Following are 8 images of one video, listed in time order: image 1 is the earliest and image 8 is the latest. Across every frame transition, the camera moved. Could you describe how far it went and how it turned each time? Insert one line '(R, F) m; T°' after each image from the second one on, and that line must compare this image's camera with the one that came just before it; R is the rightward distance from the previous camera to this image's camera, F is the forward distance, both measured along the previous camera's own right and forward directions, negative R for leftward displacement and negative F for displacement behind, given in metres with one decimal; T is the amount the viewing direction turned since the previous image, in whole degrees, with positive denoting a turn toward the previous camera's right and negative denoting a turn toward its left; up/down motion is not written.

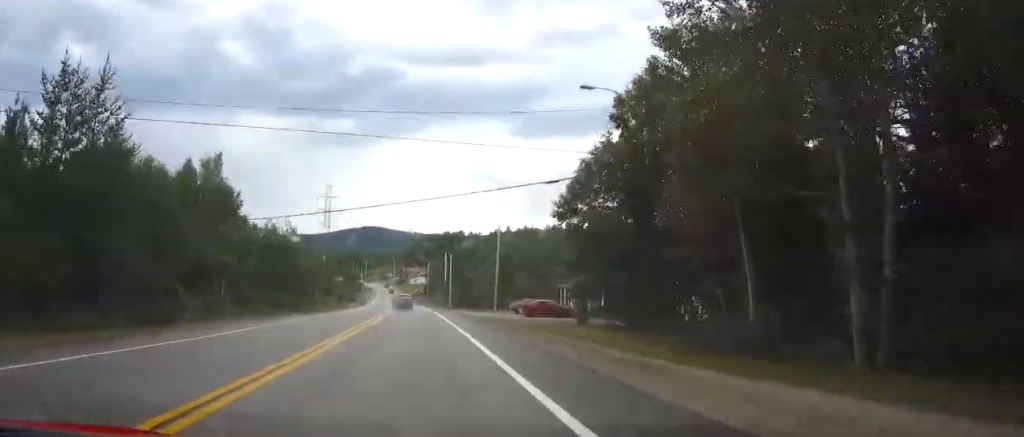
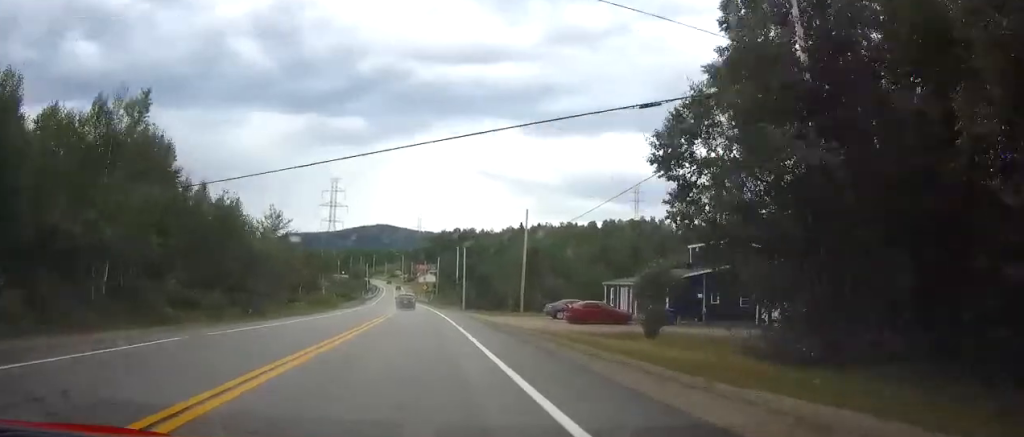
(+0.1, +14.8) m; -1°
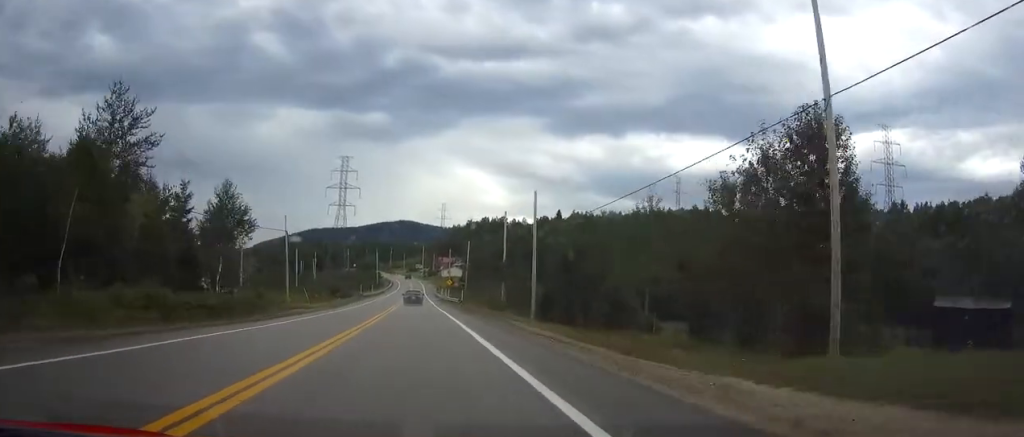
(-2.1, +46.3) m; -4°
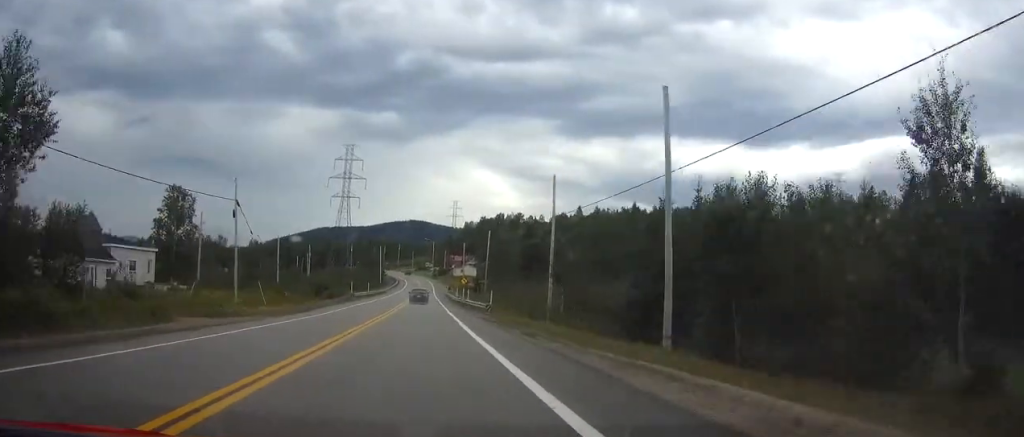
(-0.2, +24.1) m; -1°
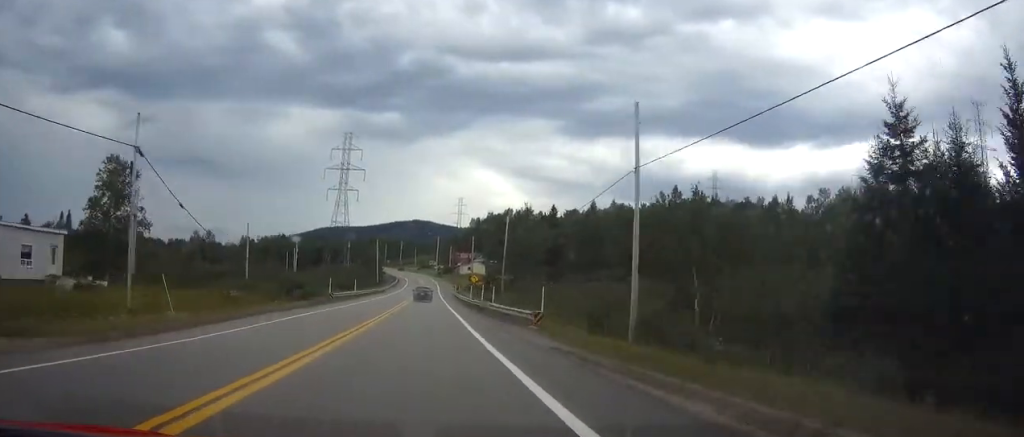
(-0.2, +20.4) m; -1°
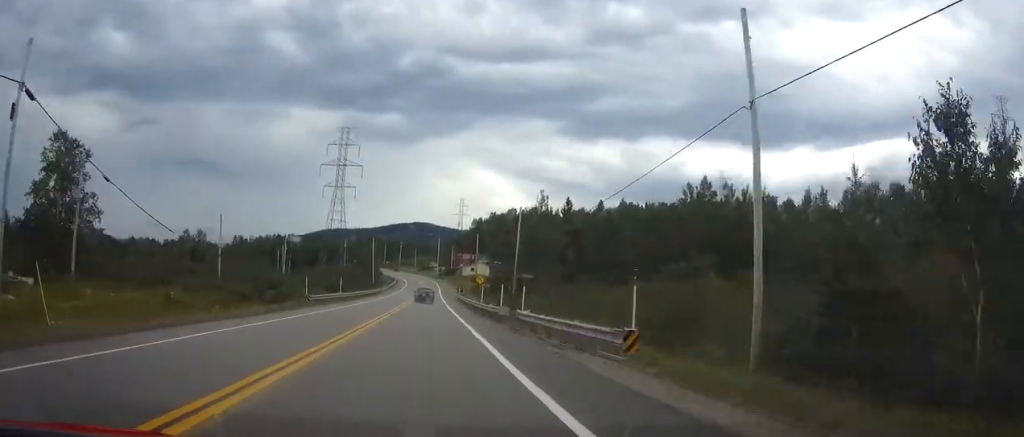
(0.0, +12.1) m; 0°
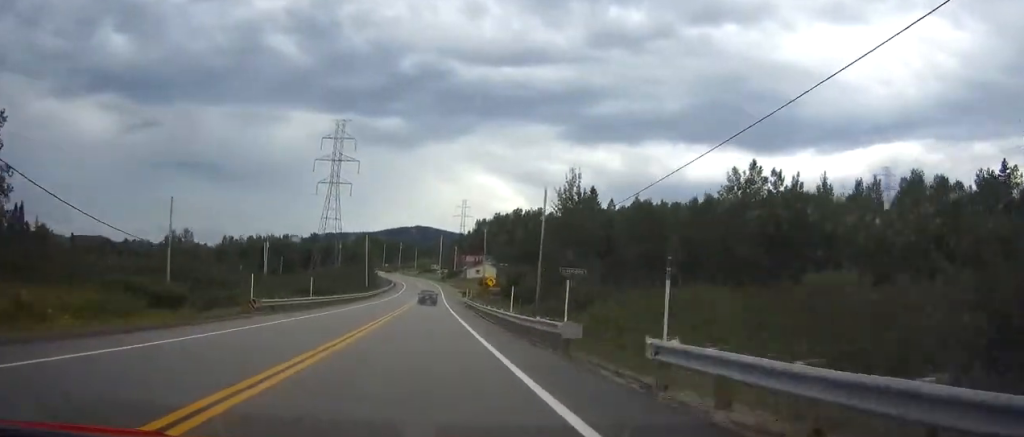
(0.0, +15.8) m; 0°
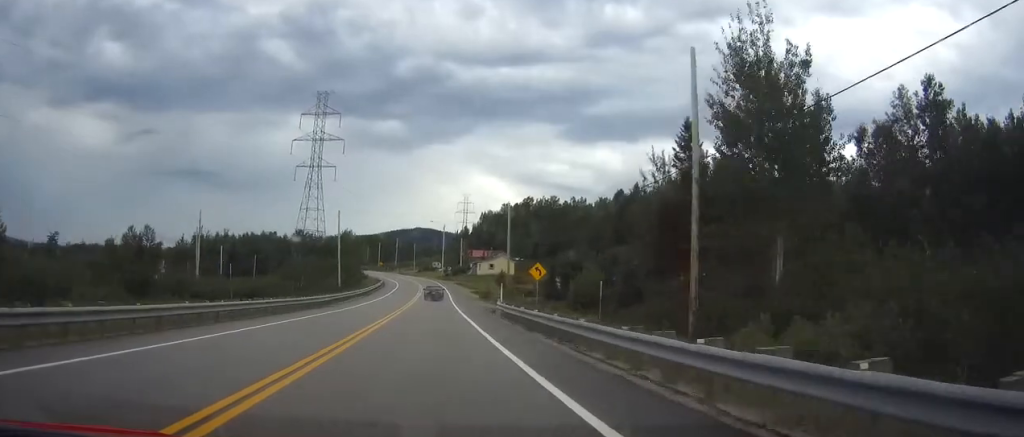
(-0.1, +35.7) m; 0°
